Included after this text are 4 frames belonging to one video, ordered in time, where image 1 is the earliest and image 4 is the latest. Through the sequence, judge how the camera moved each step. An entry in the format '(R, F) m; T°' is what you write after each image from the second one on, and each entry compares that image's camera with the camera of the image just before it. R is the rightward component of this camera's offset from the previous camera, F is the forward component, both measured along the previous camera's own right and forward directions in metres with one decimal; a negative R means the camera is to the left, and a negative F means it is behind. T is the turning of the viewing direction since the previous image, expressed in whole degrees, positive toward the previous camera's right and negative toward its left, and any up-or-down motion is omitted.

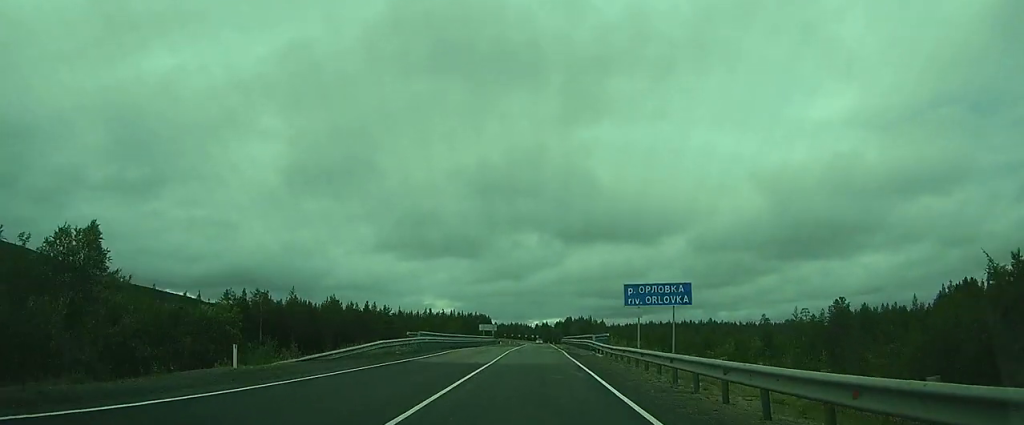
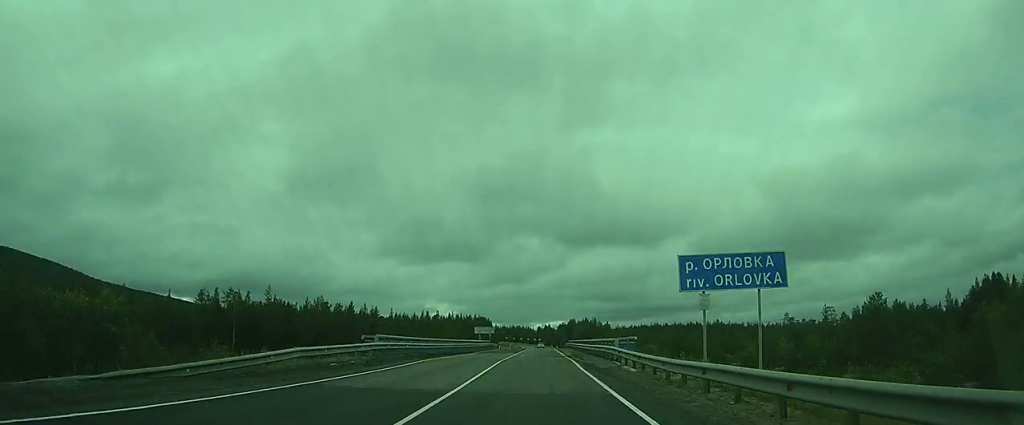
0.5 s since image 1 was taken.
(+0.1, +10.4) m; -1°
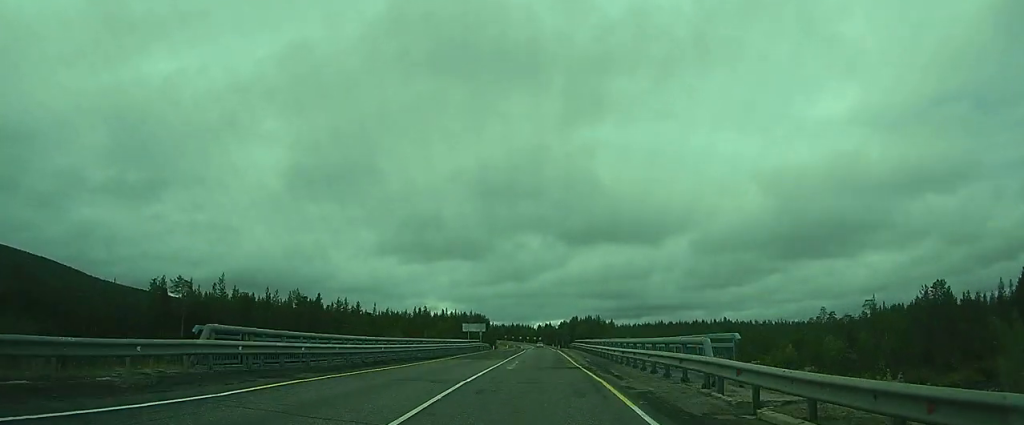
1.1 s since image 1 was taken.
(-0.2, +15.0) m; -1°
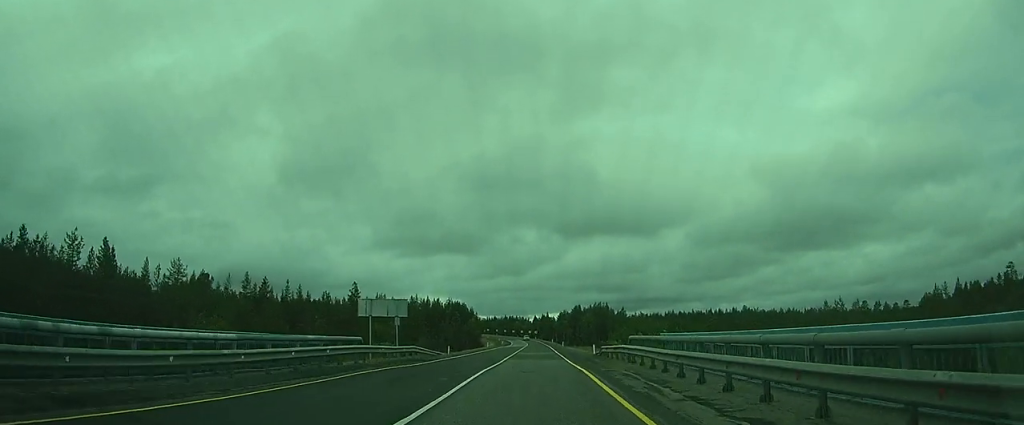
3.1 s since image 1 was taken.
(-0.8, +44.9) m; -1°
